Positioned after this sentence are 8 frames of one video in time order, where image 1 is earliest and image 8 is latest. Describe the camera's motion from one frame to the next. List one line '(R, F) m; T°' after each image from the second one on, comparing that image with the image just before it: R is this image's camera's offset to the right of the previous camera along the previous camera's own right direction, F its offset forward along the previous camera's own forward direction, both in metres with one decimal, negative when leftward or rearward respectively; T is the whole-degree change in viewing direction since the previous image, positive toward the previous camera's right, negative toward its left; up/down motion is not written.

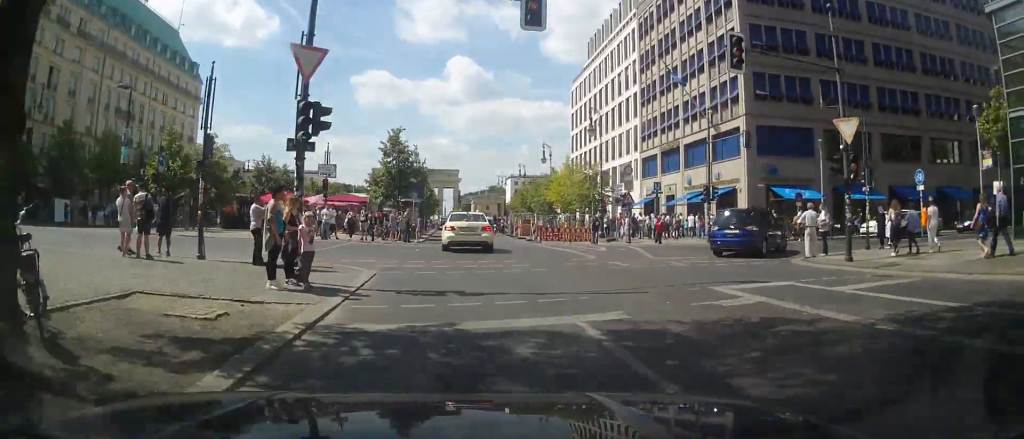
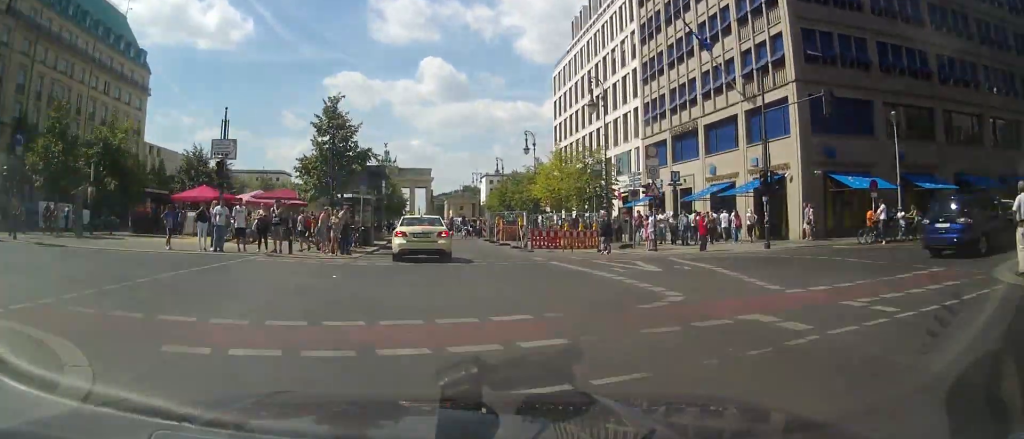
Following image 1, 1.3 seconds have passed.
(+0.2, +10.7) m; +3°
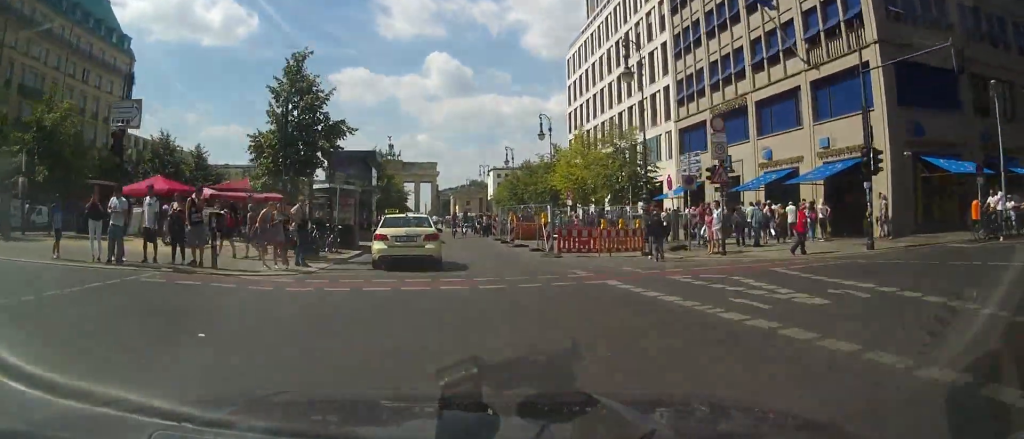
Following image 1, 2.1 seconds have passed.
(+0.2, +7.3) m; +1°
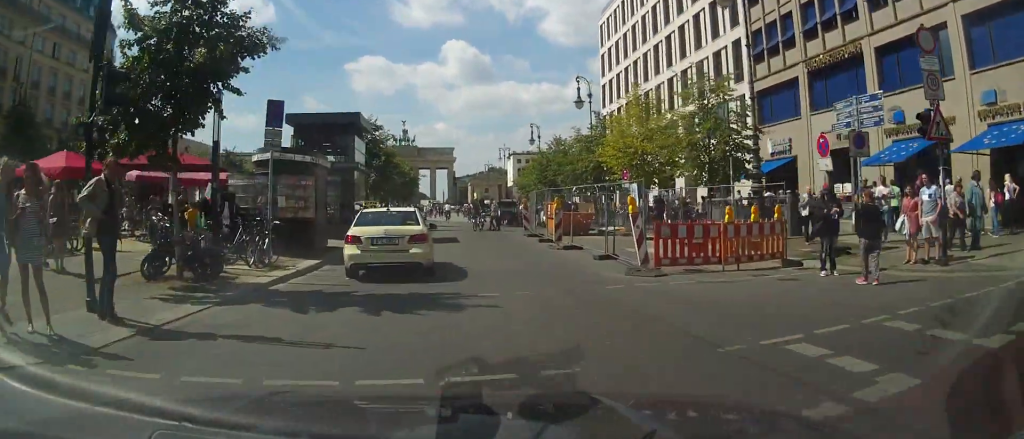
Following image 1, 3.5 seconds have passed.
(-0.2, +10.8) m; -3°
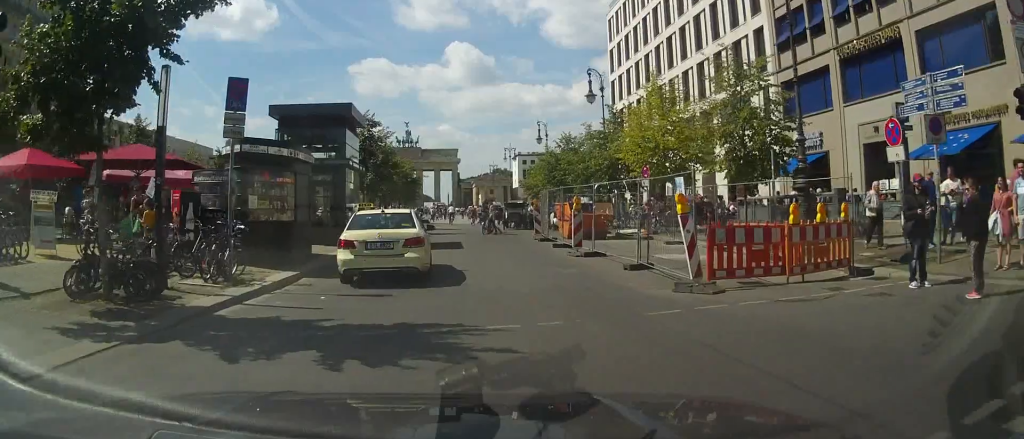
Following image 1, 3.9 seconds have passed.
(0.0, +3.0) m; -1°
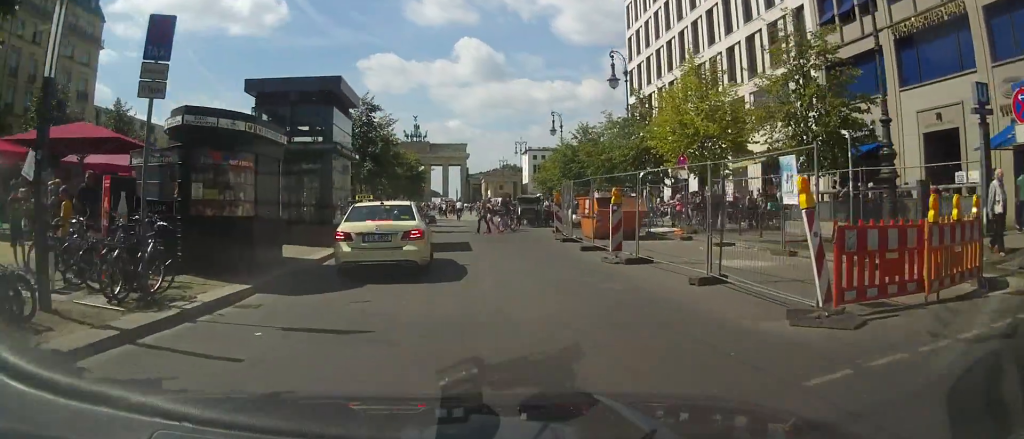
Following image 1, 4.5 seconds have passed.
(-0.1, +3.9) m; 0°
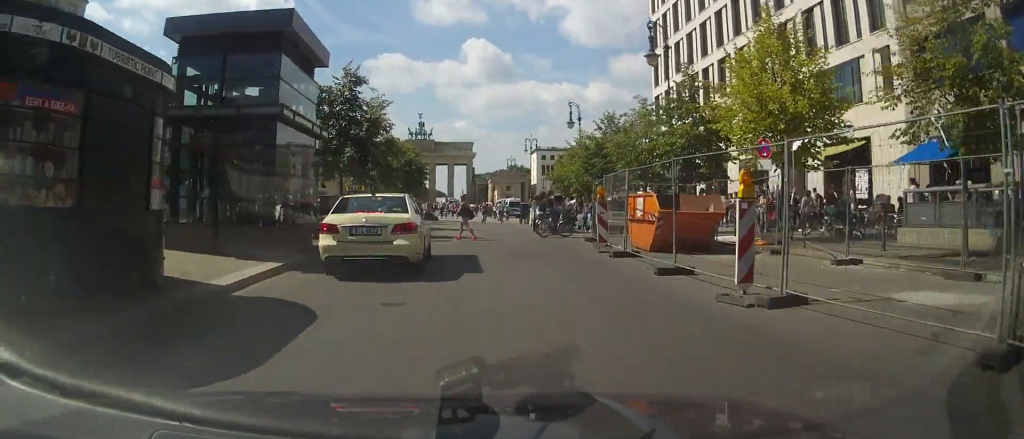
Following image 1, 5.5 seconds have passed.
(0.0, +6.9) m; +2°
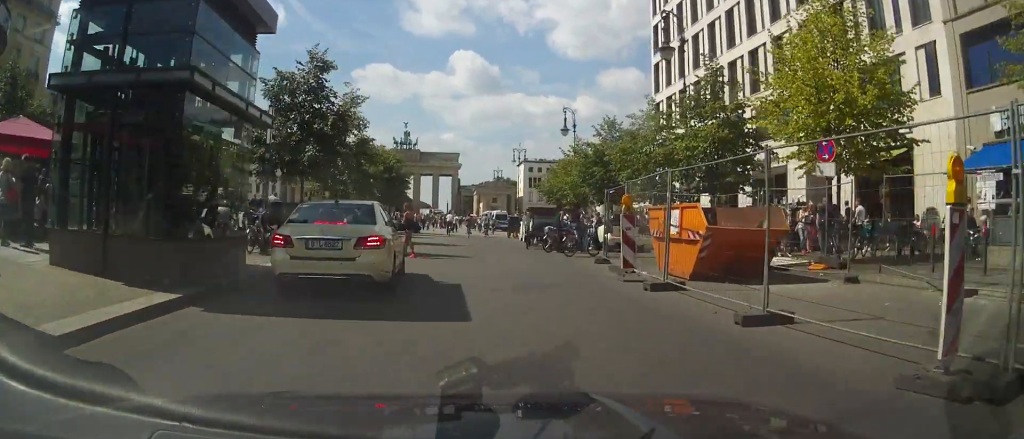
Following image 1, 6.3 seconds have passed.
(+0.1, +4.5) m; +2°
